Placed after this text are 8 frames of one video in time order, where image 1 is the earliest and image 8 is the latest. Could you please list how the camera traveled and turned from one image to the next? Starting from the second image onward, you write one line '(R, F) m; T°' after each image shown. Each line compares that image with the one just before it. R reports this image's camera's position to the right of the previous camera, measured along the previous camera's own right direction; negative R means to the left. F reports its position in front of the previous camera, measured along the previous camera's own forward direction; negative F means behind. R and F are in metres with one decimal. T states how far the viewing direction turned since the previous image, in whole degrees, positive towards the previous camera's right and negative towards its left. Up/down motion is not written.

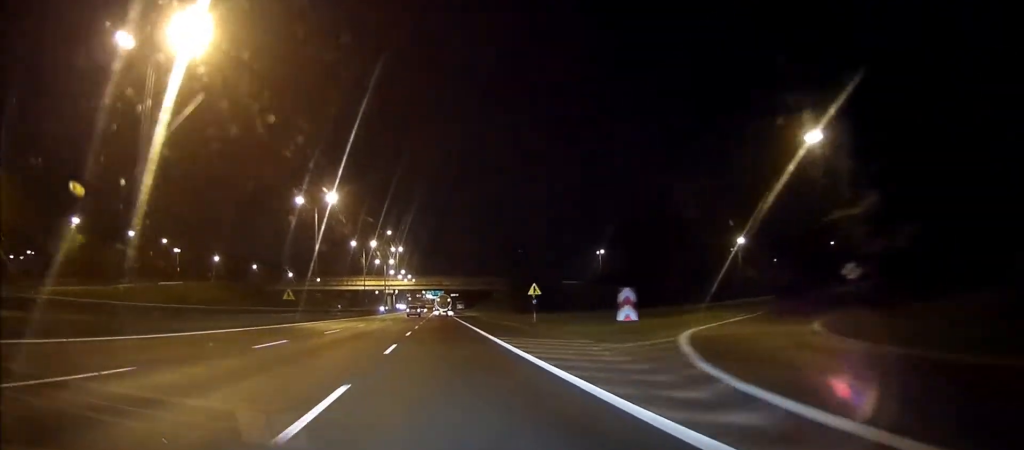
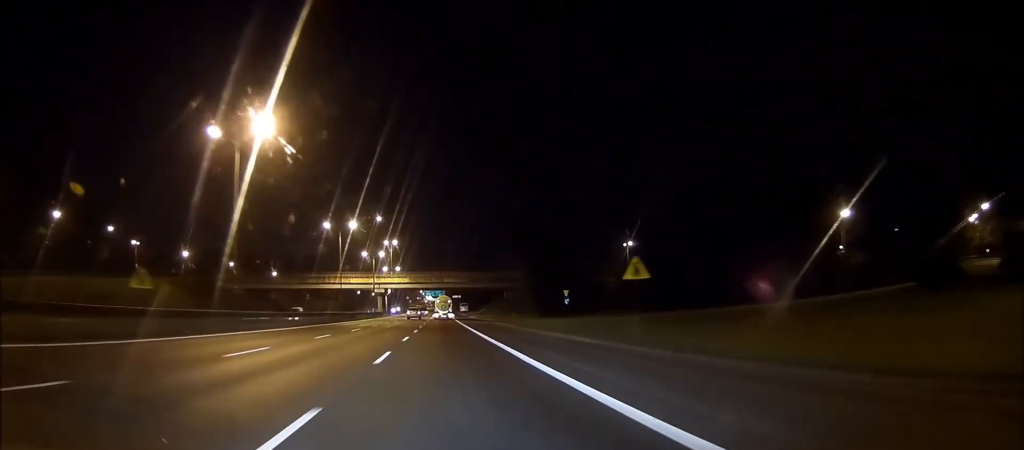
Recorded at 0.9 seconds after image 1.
(-0.1, +25.5) m; 0°
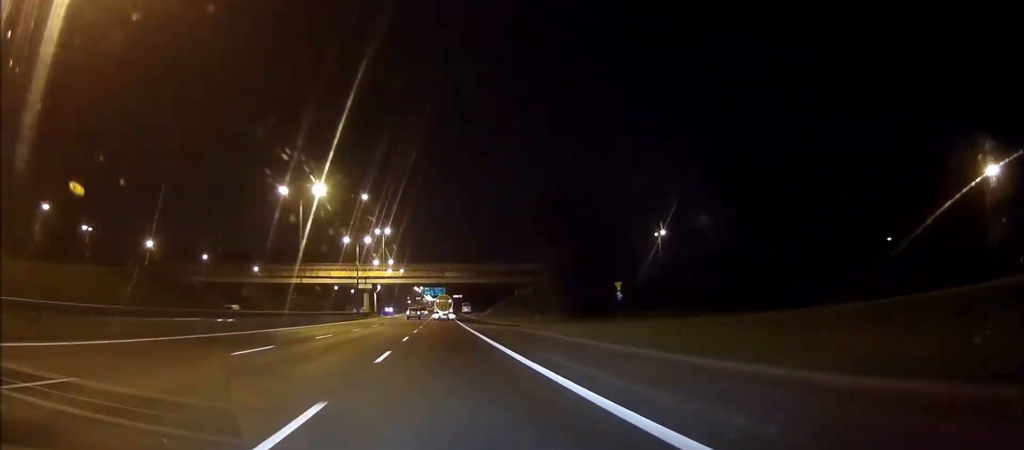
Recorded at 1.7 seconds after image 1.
(-0.1, +22.5) m; 0°
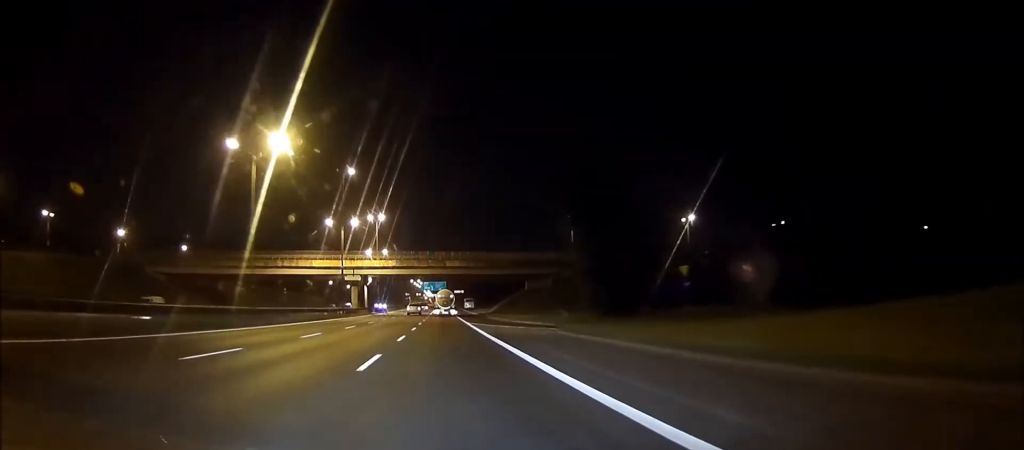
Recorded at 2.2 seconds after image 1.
(0.0, +15.0) m; 0°
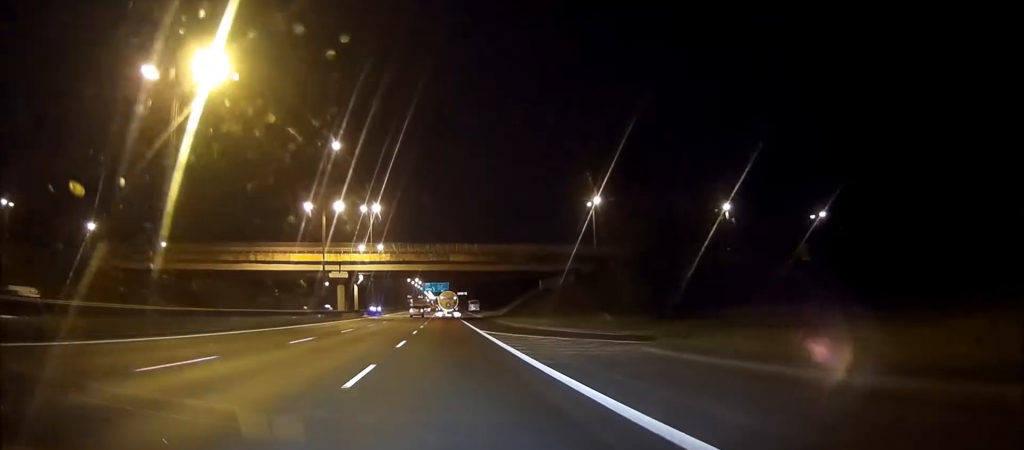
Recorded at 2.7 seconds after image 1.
(0.0, +14.1) m; 0°
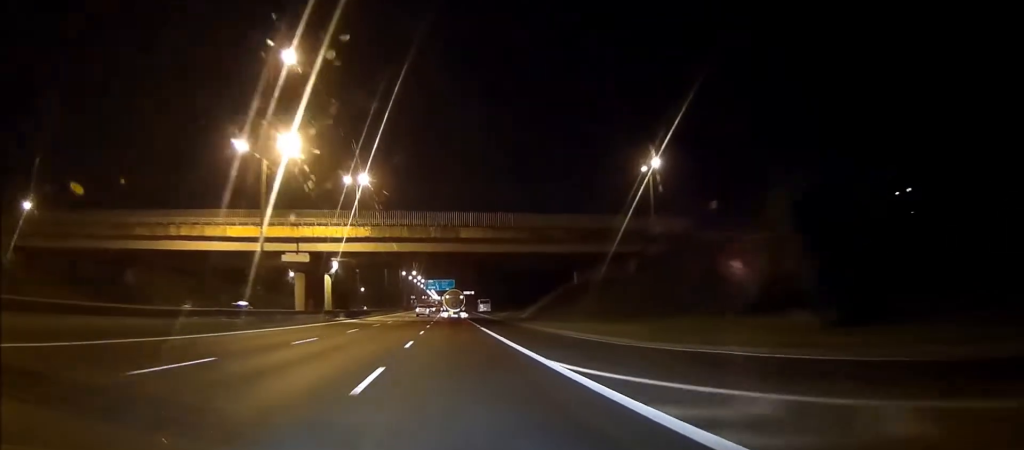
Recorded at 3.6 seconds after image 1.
(0.0, +24.4) m; 0°
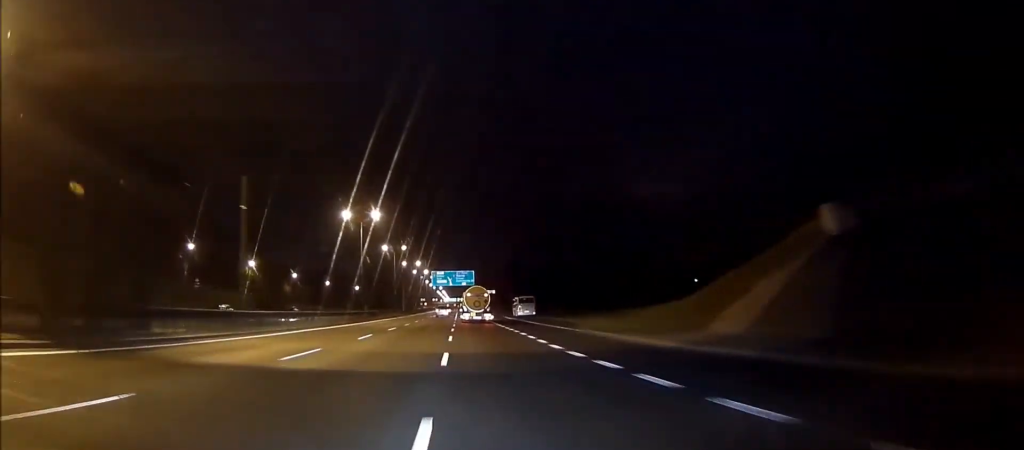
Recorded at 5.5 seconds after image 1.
(0.0, +53.7) m; +1°
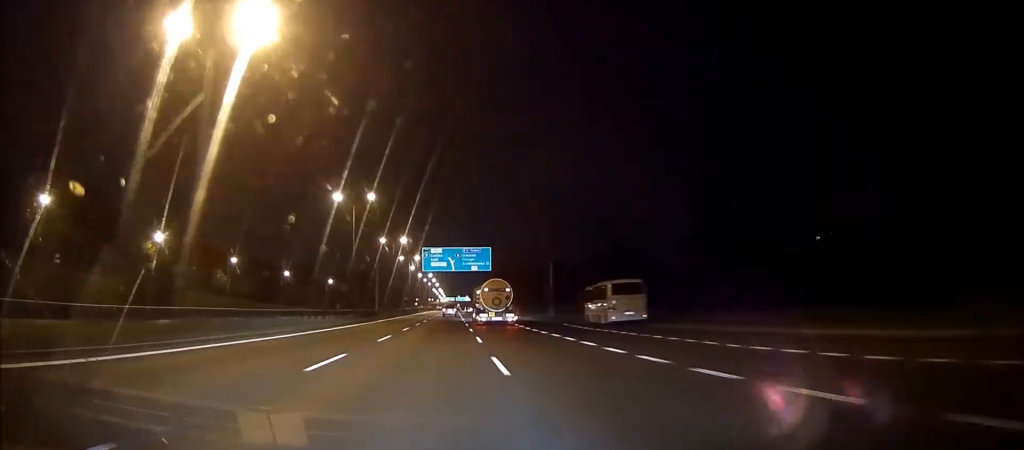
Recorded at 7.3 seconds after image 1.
(+0.5, +50.2) m; 0°
